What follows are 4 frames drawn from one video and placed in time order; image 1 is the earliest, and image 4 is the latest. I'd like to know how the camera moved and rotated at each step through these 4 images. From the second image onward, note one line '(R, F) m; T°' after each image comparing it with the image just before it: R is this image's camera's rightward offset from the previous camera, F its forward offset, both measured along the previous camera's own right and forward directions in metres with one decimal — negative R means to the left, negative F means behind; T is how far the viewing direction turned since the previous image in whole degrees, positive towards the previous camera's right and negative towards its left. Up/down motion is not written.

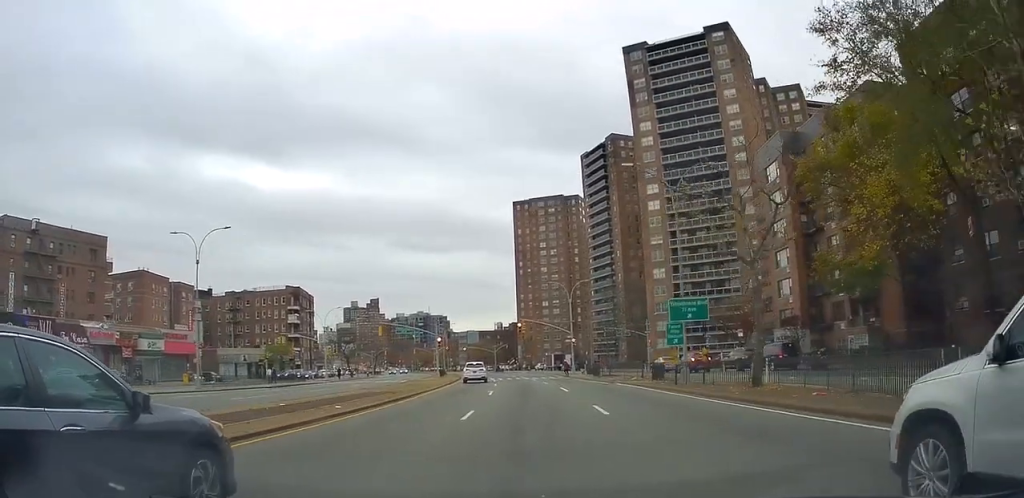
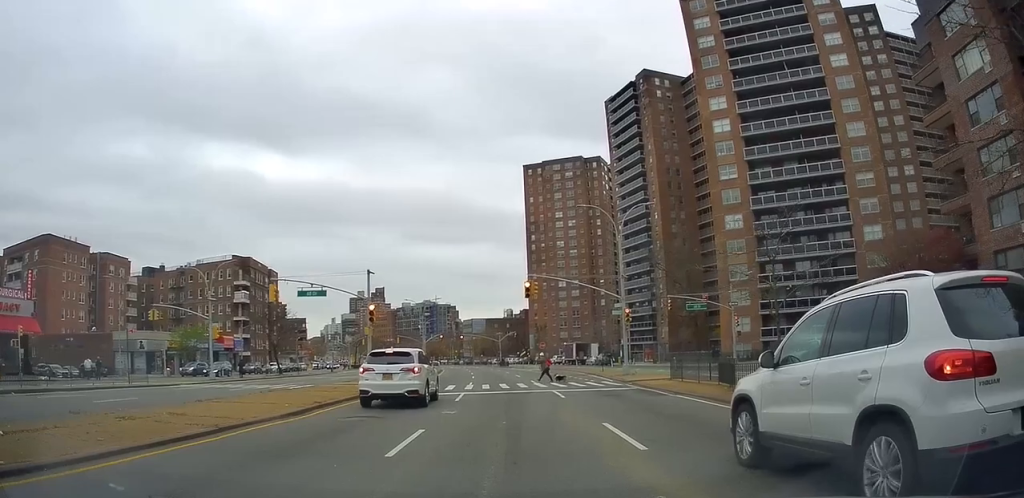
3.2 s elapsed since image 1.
(-0.4, +34.6) m; -1°
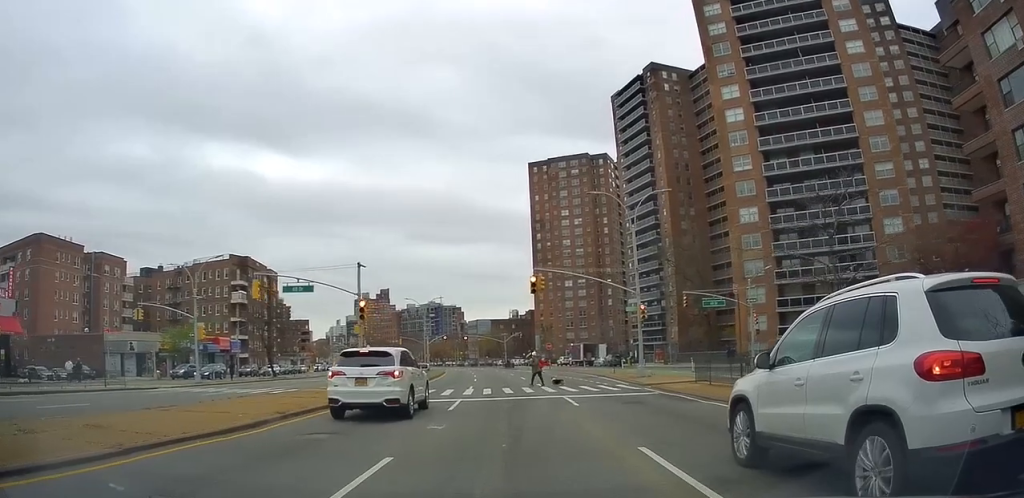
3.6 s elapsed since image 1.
(+0.1, +4.0) m; 0°
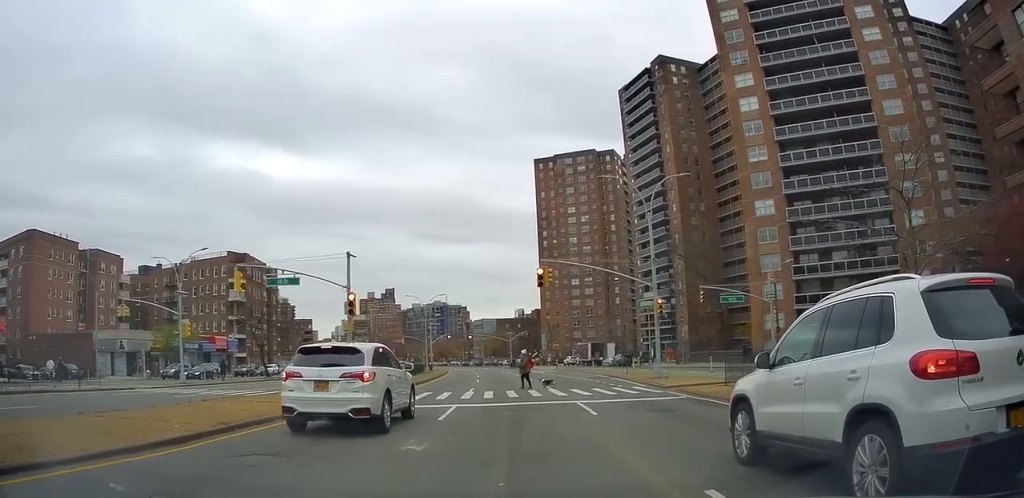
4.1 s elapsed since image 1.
(-0.1, +3.8) m; -1°
